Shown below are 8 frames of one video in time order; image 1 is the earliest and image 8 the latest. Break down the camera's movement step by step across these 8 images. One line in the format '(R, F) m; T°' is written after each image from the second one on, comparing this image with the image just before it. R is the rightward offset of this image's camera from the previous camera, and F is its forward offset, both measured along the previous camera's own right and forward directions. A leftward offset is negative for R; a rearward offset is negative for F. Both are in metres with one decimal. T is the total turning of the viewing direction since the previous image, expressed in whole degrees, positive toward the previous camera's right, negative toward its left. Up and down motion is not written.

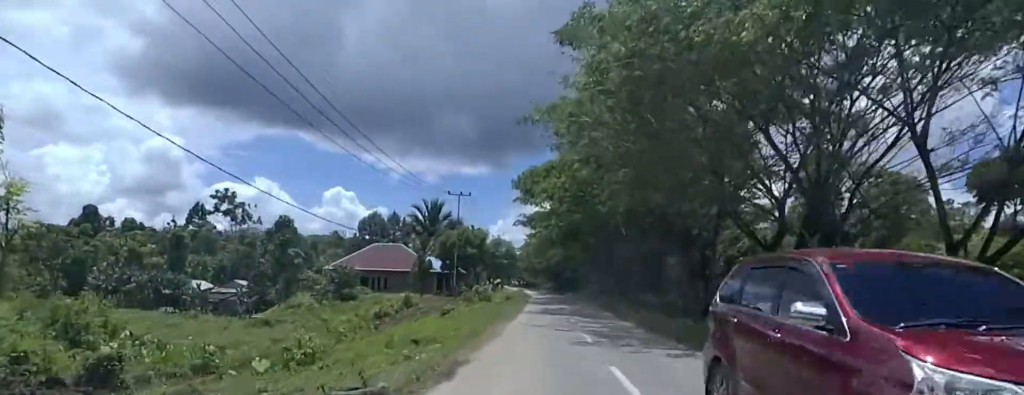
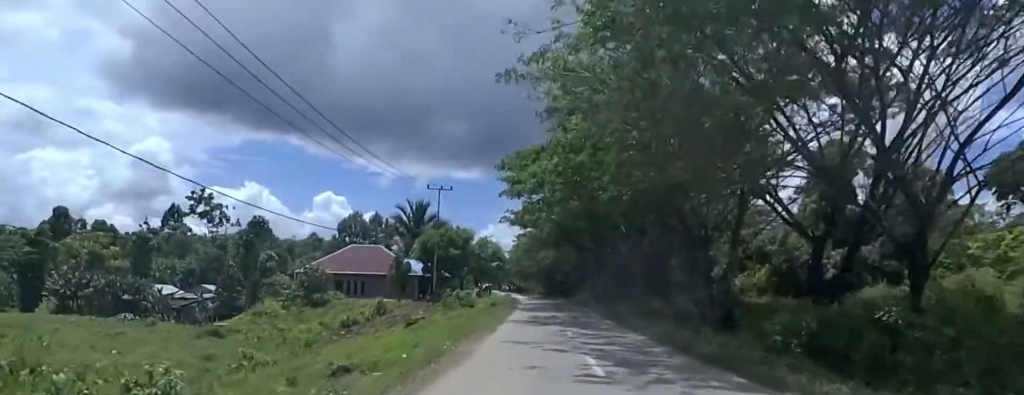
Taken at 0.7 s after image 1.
(0.0, +5.1) m; 0°
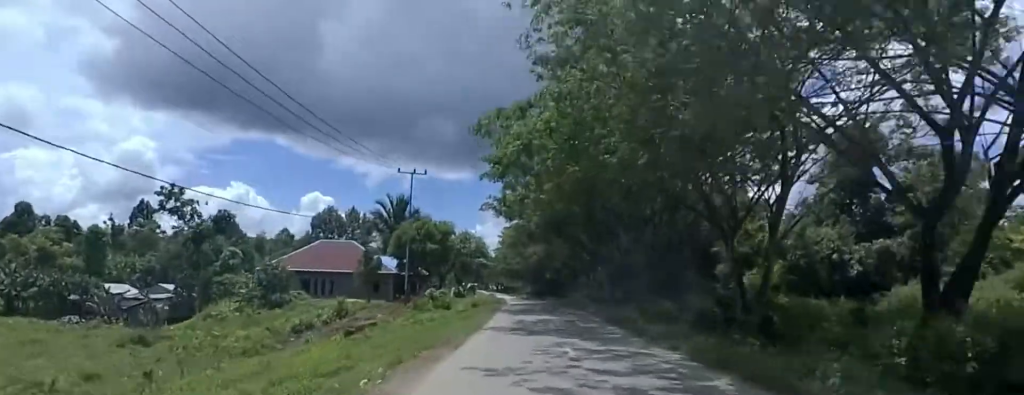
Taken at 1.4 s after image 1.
(0.0, +5.6) m; 0°
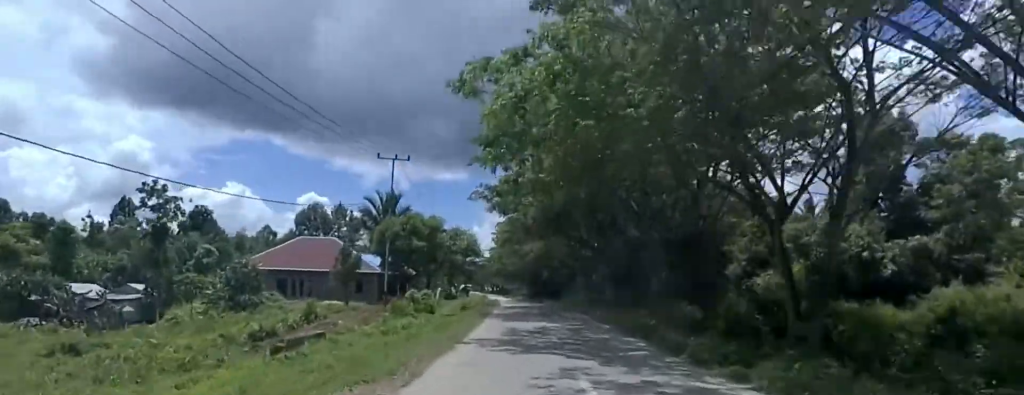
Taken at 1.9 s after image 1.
(0.0, +4.0) m; 0°
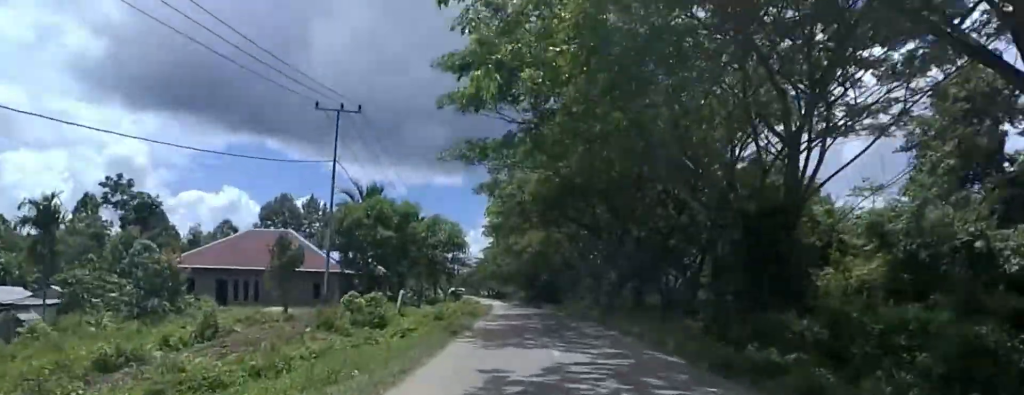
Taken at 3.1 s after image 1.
(0.0, +8.3) m; 0°
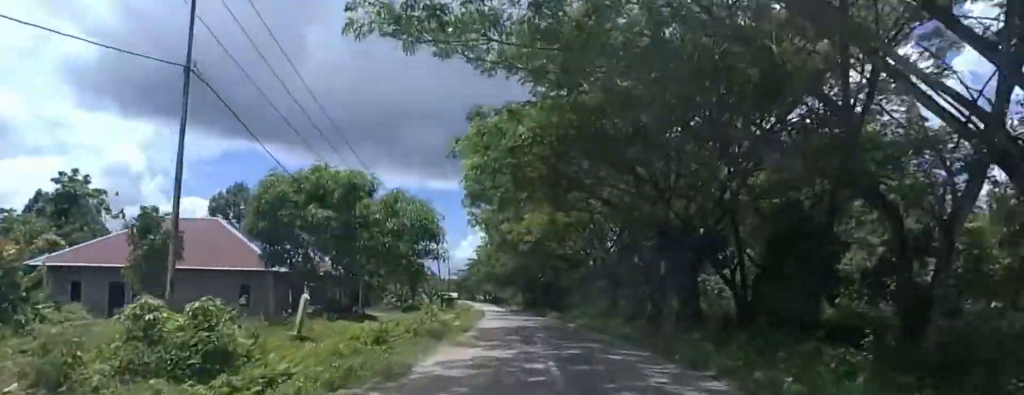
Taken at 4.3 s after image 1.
(0.0, +8.7) m; 0°
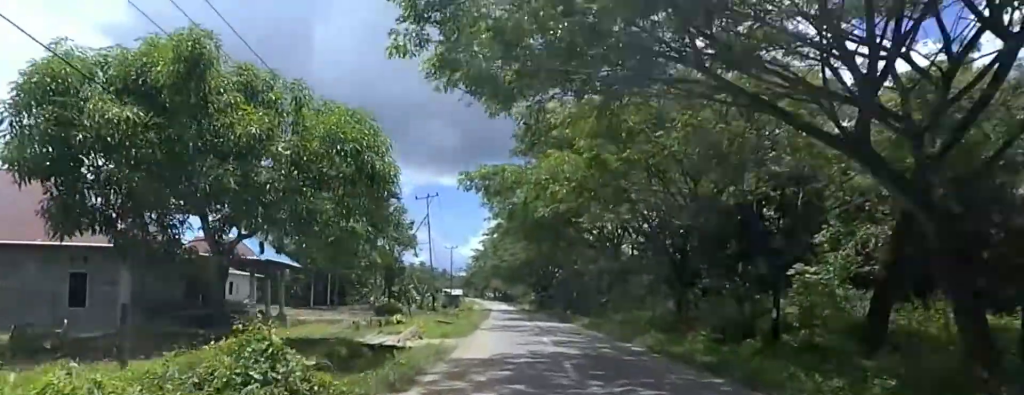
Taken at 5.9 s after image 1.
(0.0, +11.8) m; 0°
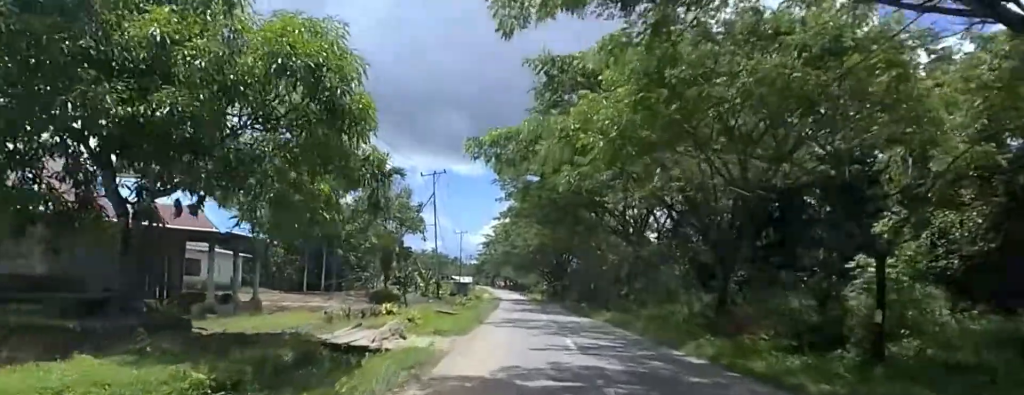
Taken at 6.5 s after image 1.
(0.0, +4.6) m; 0°
